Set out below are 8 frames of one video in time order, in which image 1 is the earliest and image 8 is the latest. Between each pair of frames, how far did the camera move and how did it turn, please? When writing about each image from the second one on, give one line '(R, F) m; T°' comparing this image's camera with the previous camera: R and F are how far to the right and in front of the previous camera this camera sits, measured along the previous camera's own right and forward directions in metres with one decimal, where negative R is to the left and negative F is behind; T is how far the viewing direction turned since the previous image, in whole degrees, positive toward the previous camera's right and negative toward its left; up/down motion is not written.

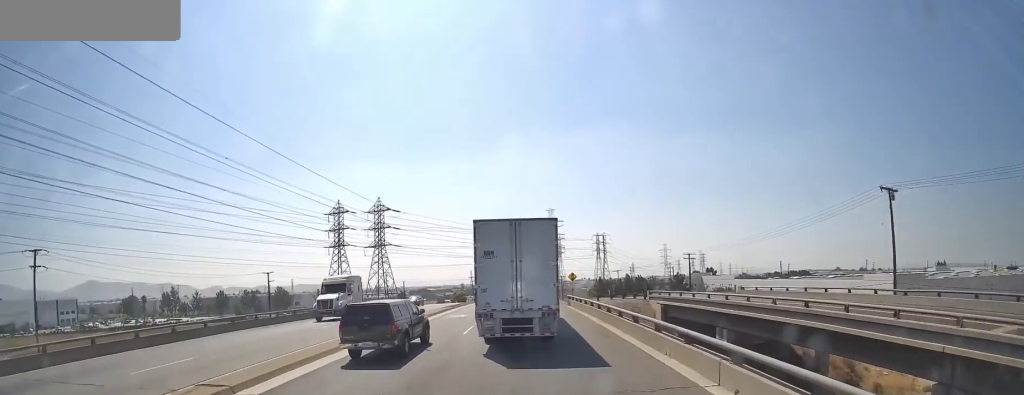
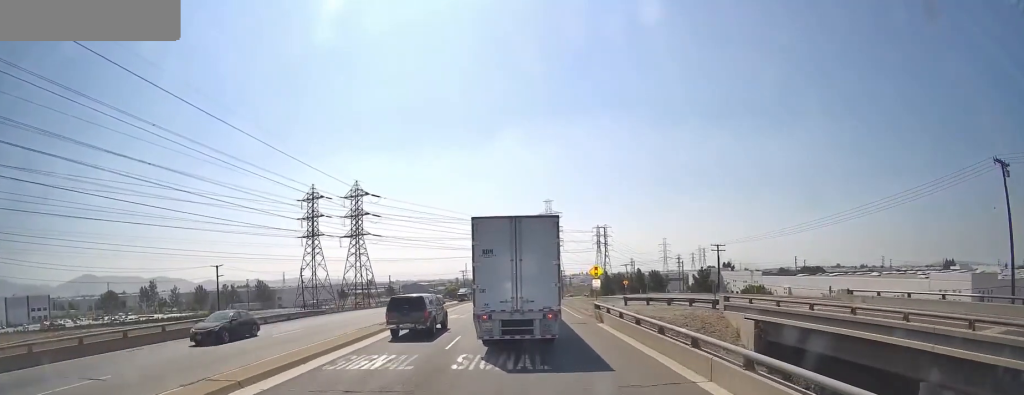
(+0.1, +18.0) m; +1°
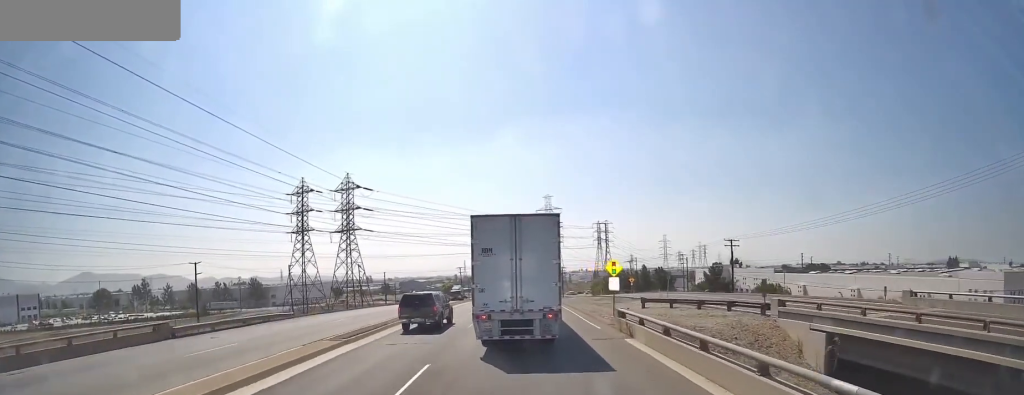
(+0.1, +6.5) m; 0°
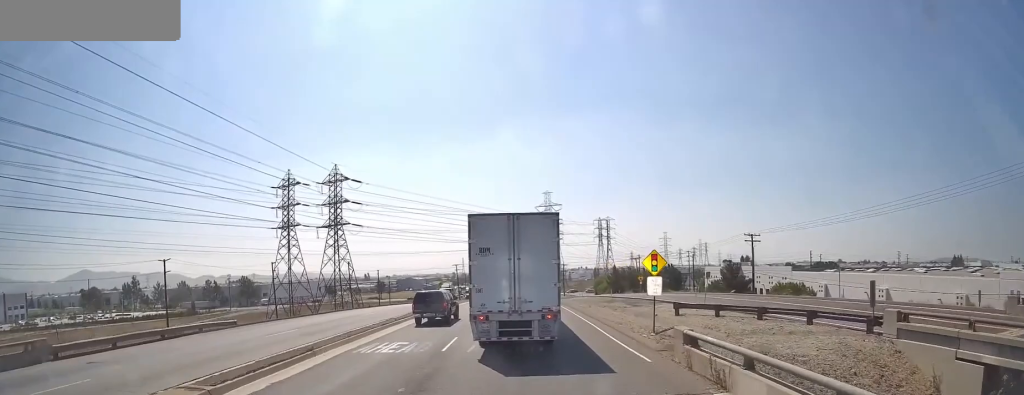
(0.0, +8.5) m; 0°
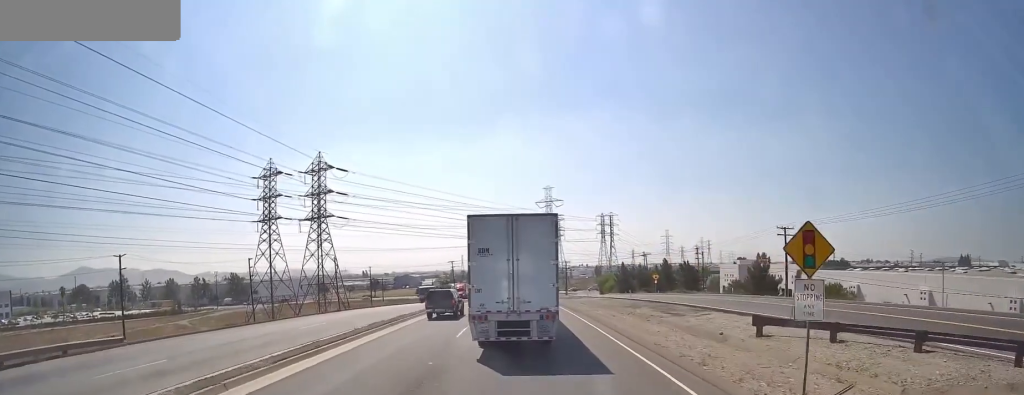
(-0.1, +11.6) m; 0°
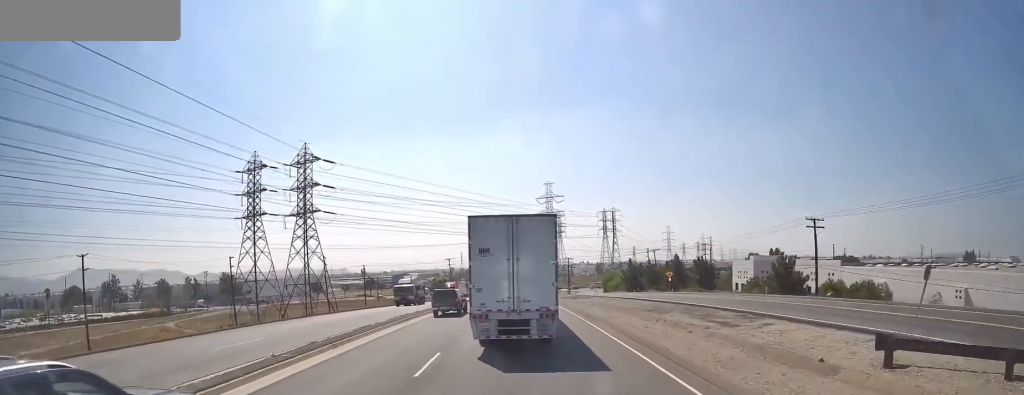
(0.0, +8.3) m; 0°
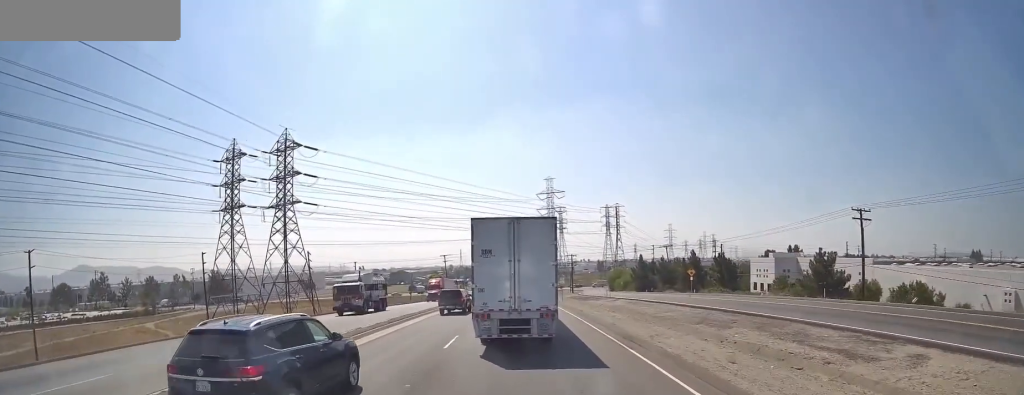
(0.0, +10.0) m; 0°
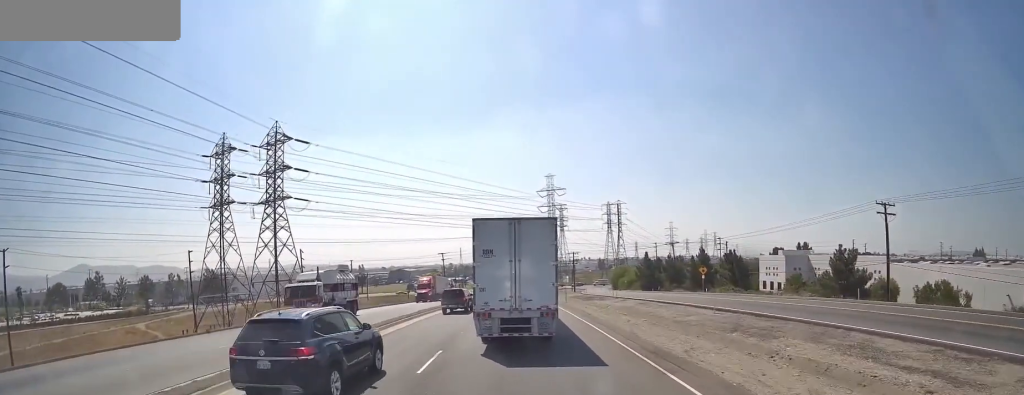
(0.0, +4.3) m; 0°
